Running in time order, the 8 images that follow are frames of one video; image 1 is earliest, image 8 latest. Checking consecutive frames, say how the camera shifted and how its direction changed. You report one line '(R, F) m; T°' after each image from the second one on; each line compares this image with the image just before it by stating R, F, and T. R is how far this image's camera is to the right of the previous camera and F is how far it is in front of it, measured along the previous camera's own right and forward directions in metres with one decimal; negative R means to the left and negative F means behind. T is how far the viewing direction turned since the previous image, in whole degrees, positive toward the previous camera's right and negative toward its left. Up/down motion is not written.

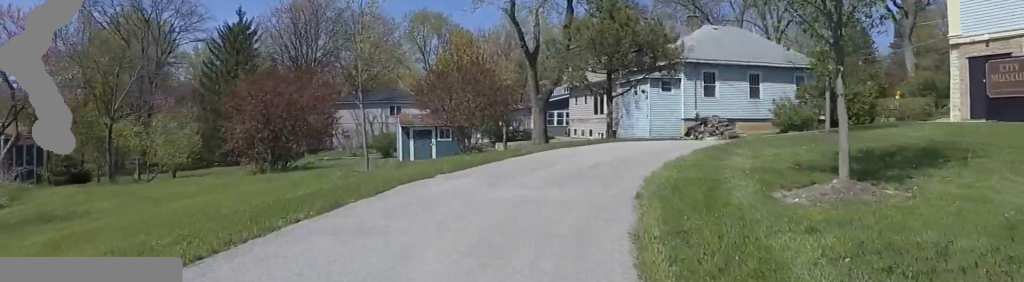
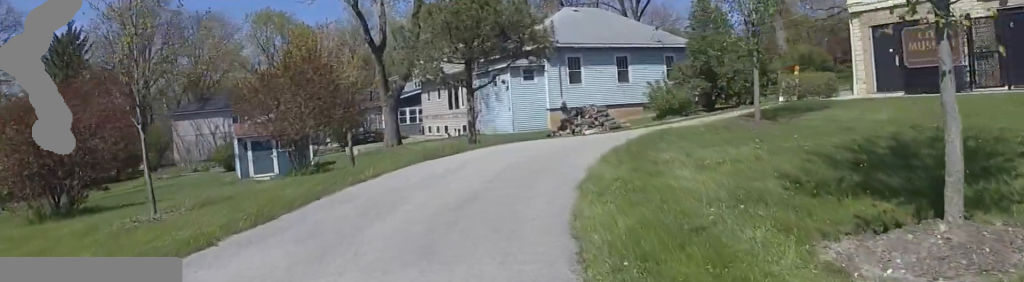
(+0.7, +3.5) m; +8°
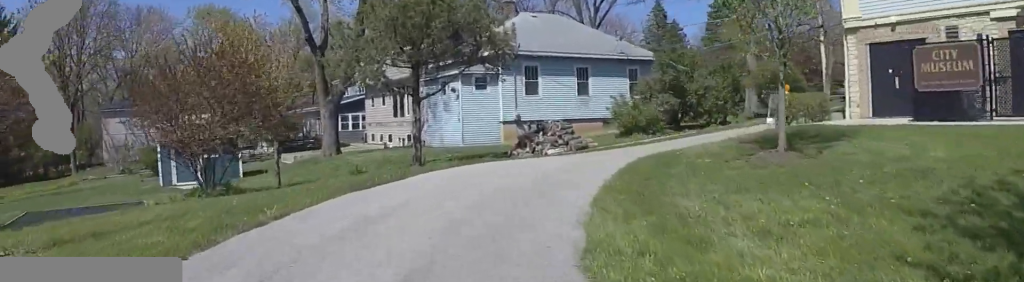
(+0.2, +2.7) m; +3°
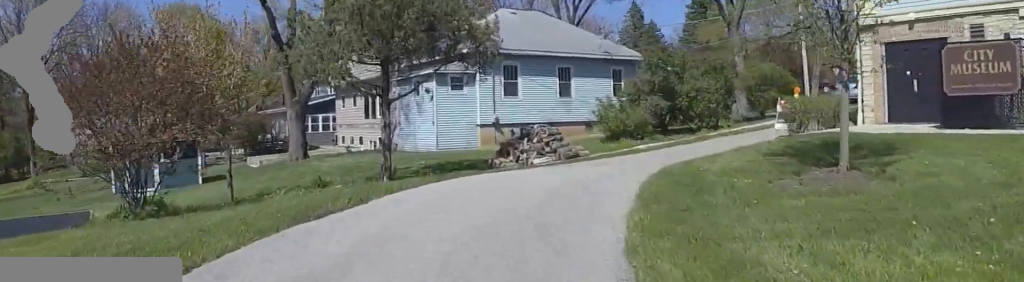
(-0.2, +2.3) m; 0°
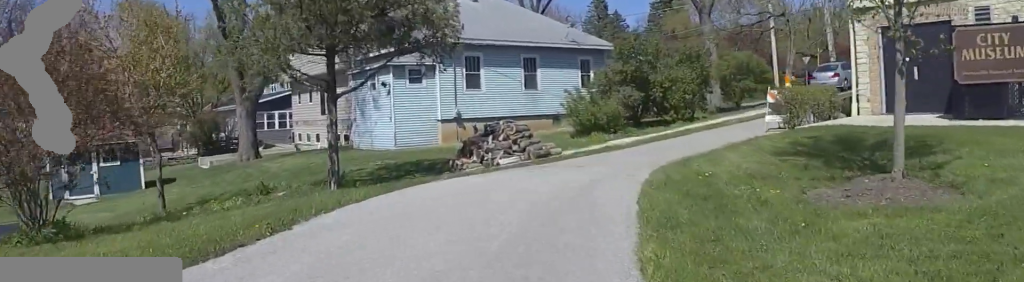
(0.0, +1.8) m; +5°
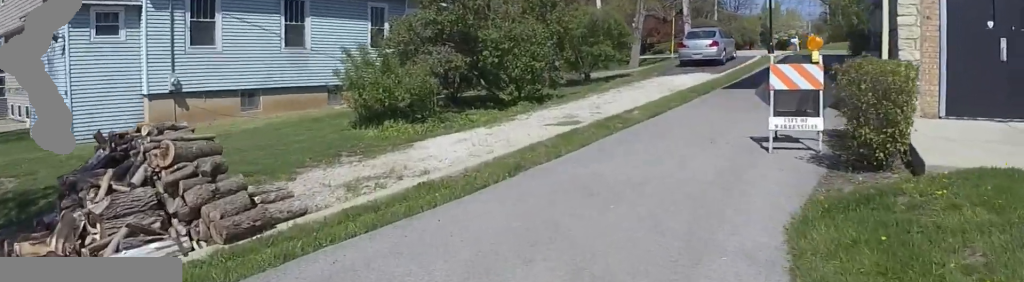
(+3.4, +8.0) m; +34°
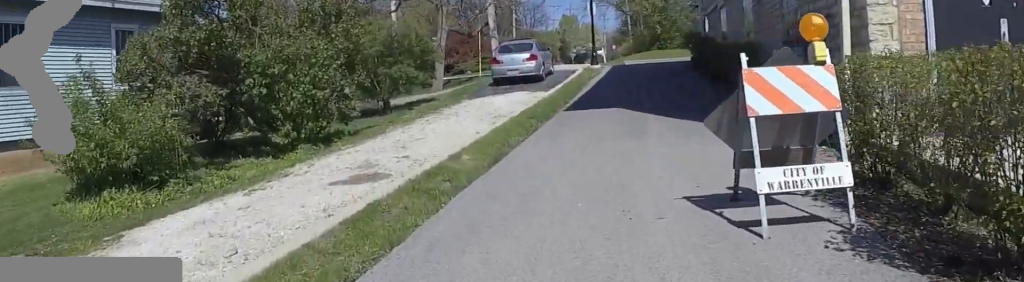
(+0.1, +3.5) m; -4°
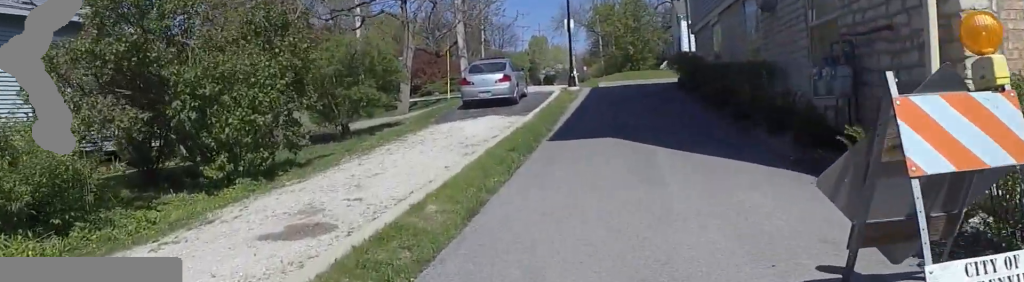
(+0.4, +1.4) m; -3°
